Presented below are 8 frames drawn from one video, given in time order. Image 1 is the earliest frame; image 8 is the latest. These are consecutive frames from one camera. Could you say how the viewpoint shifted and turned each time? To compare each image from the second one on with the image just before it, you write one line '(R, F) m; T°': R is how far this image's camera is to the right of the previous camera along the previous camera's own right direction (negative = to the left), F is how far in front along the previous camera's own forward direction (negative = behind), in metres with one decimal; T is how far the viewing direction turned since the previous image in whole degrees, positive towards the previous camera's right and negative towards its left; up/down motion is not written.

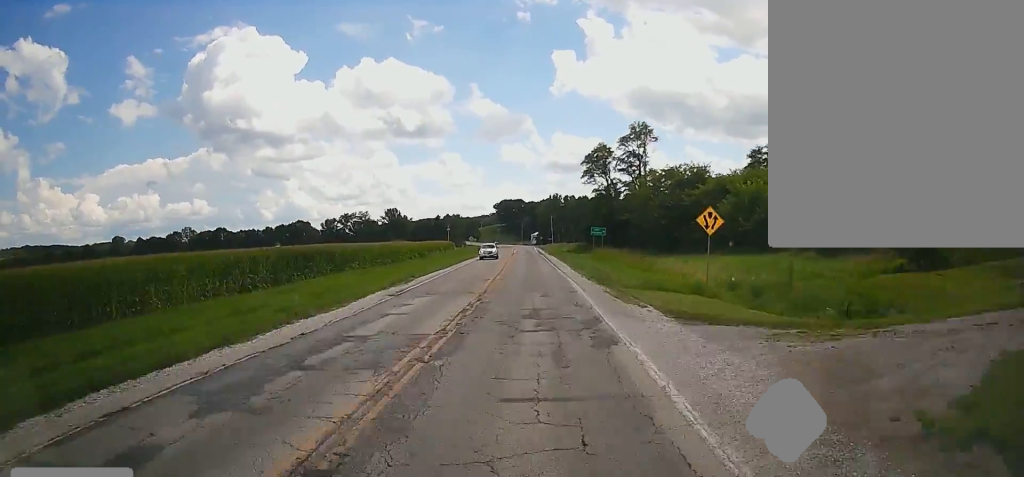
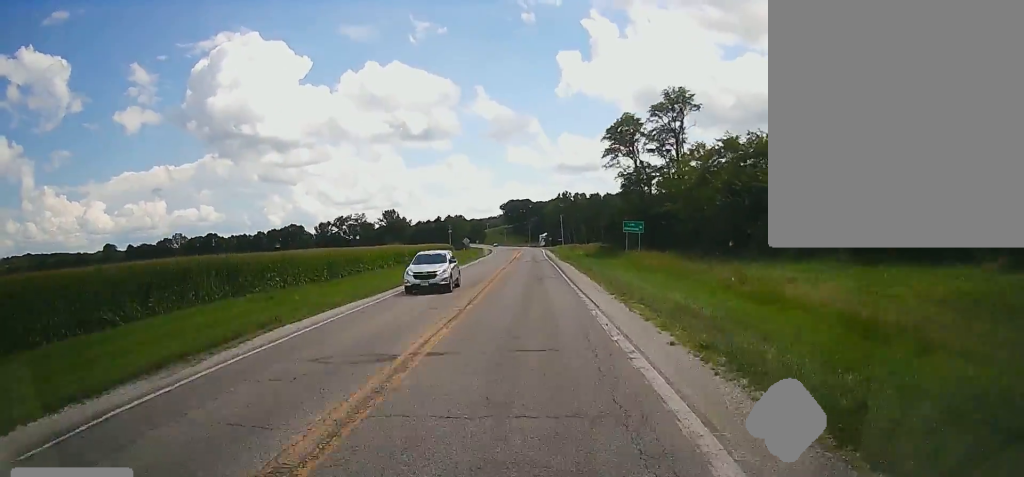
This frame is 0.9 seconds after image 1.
(0.0, +21.7) m; -1°
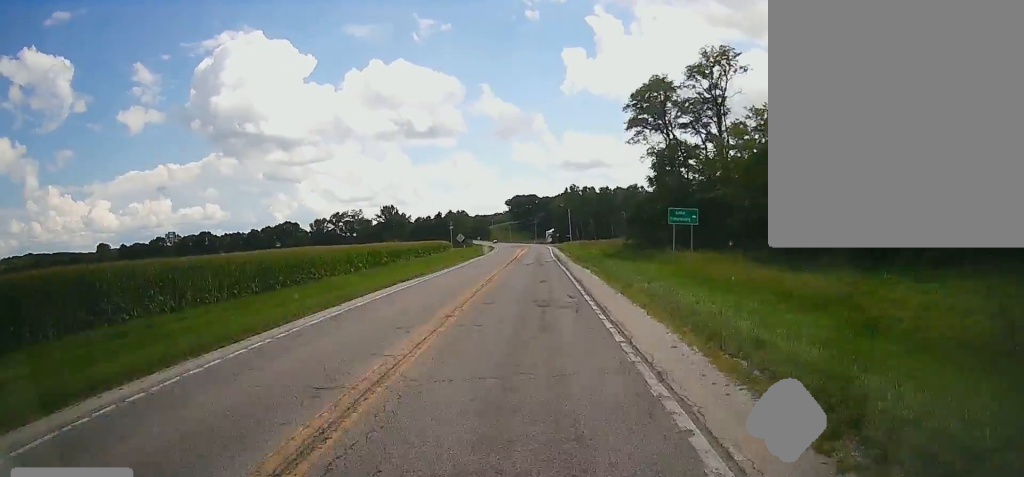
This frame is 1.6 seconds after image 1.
(+0.1, +14.7) m; -1°
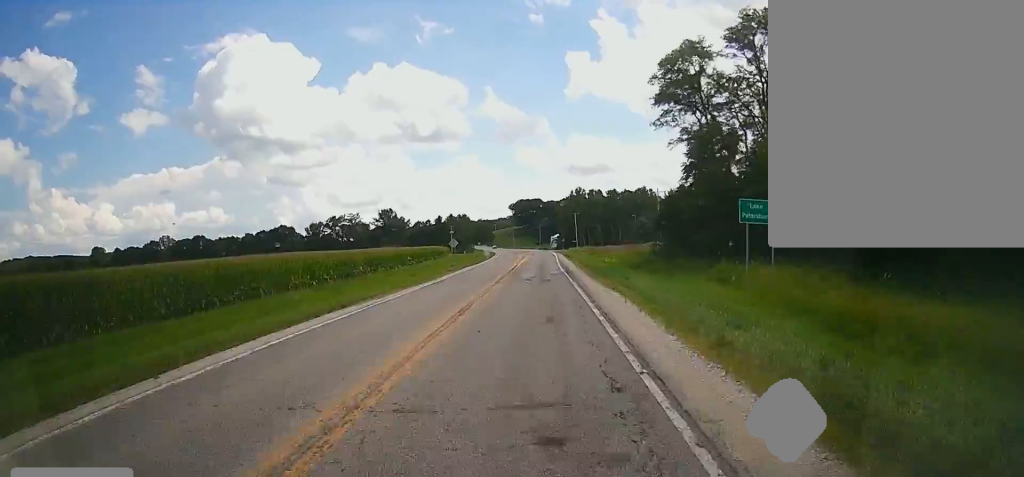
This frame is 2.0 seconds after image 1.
(-0.2, +10.9) m; -1°
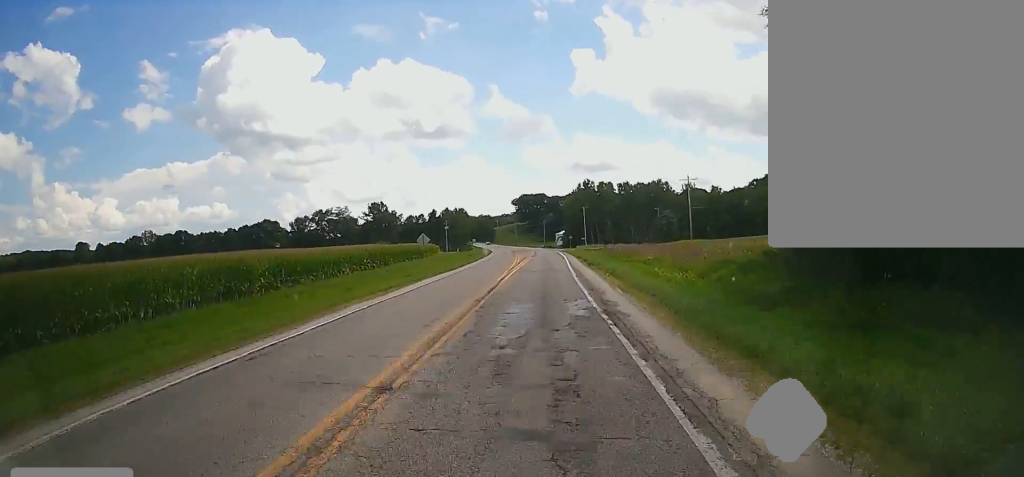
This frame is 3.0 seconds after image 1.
(-0.2, +22.5) m; -1°
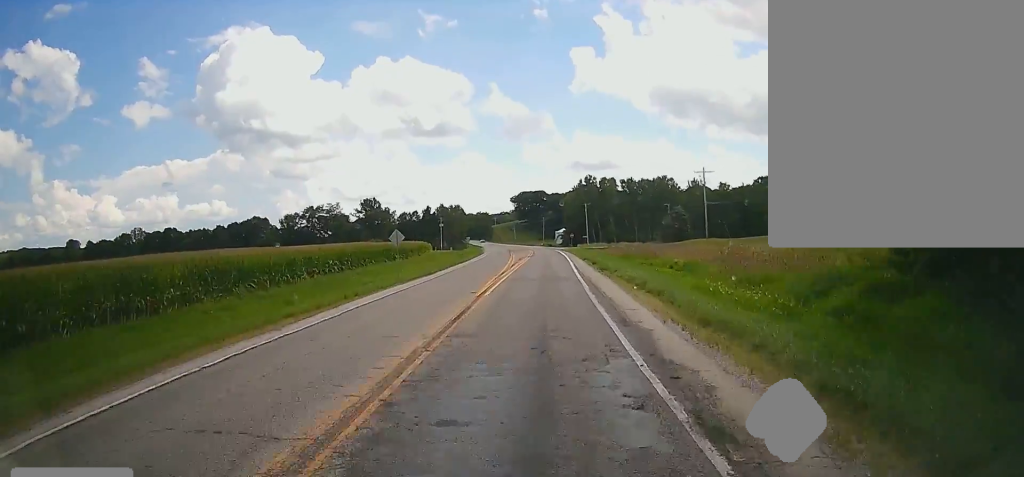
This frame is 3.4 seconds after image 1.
(+0.1, +10.1) m; 0°
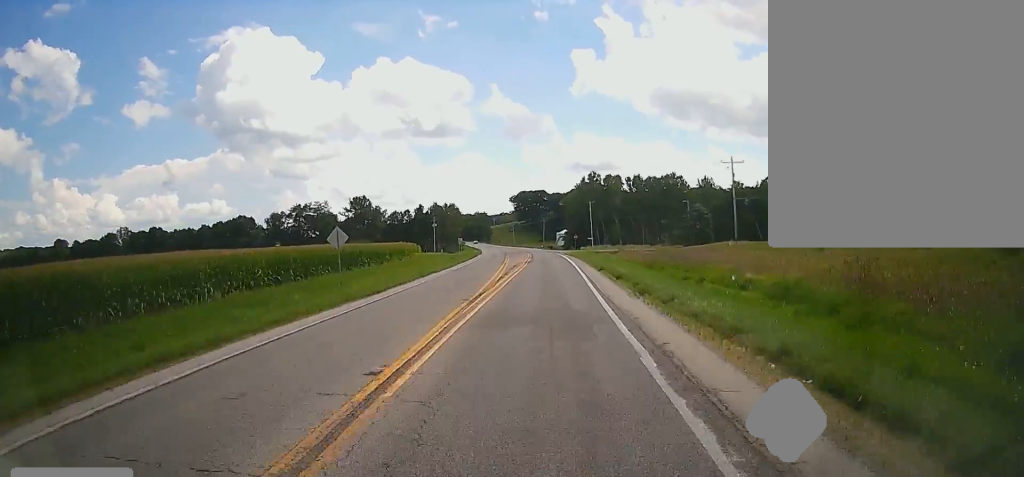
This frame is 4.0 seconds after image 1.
(-0.1, +14.1) m; 0°
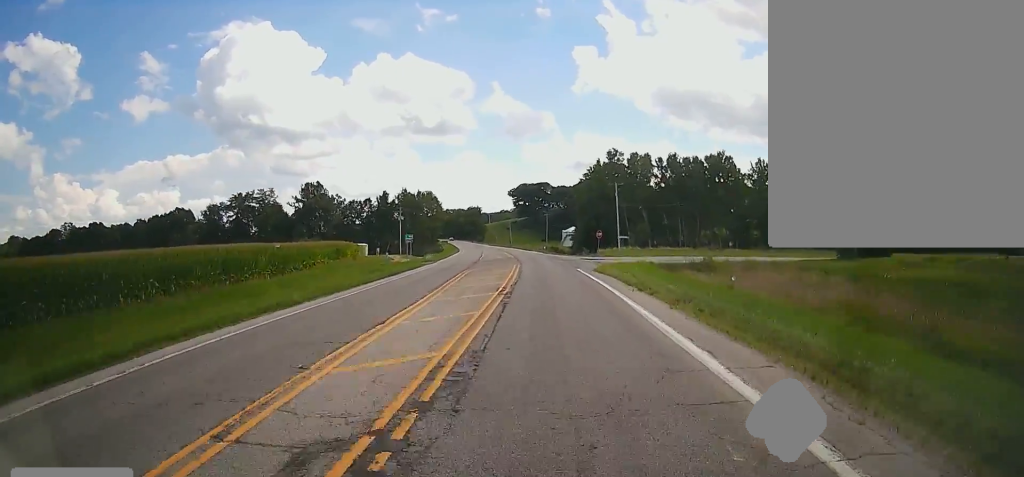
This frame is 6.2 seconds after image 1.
(-0.4, +51.9) m; -1°
